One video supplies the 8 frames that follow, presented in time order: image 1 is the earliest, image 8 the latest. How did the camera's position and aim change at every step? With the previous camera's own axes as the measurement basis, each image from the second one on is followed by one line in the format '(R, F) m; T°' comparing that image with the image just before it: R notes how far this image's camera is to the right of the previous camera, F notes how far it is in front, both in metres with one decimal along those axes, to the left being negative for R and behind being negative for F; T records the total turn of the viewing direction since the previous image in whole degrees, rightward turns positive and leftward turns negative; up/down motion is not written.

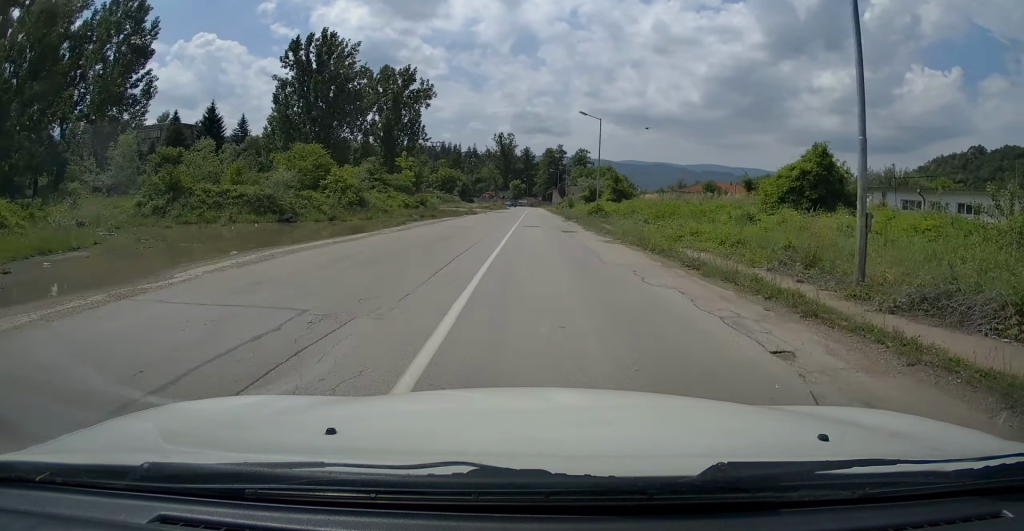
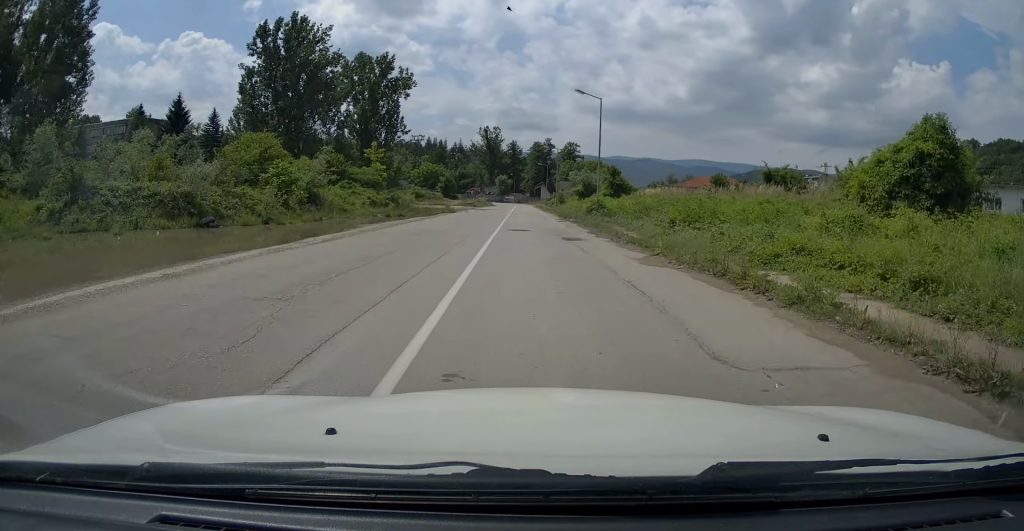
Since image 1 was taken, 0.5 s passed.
(+0.1, +8.0) m; +1°
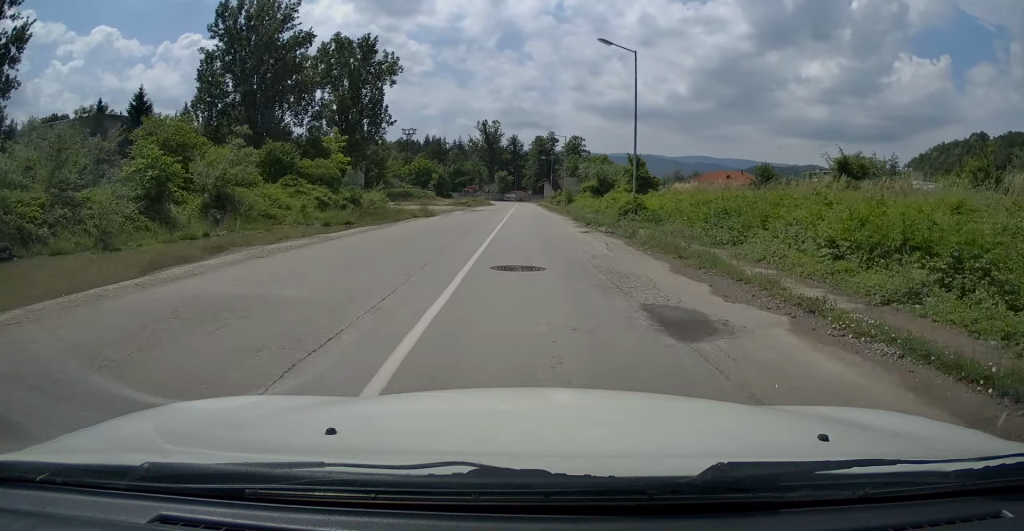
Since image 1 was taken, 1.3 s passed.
(+0.2, +12.8) m; +1°
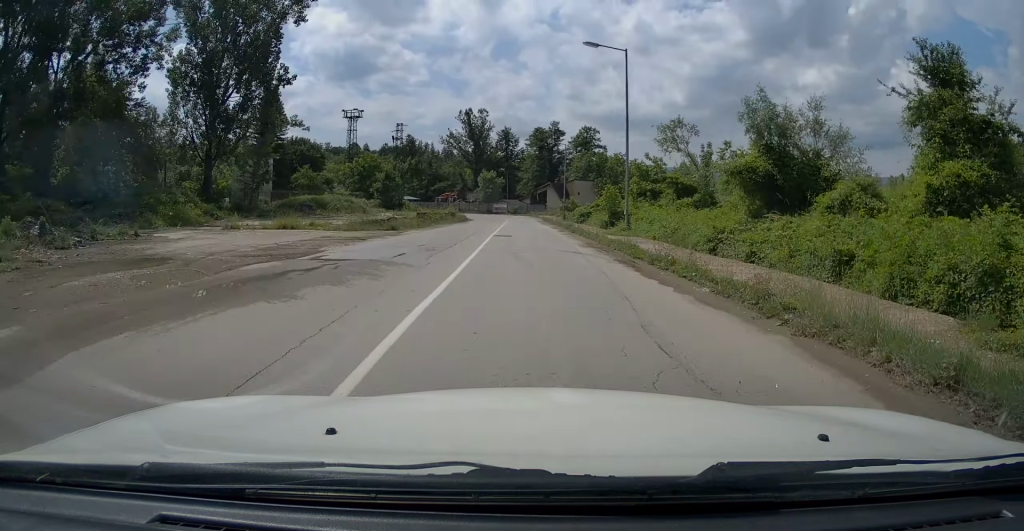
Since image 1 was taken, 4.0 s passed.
(+0.9, +42.9) m; +2°
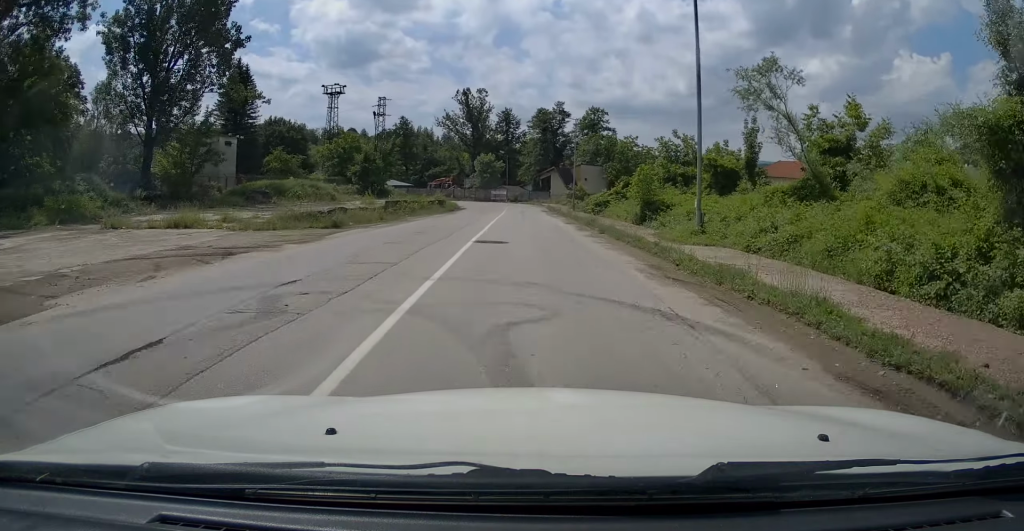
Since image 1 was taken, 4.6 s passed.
(0.0, +10.6) m; 0°
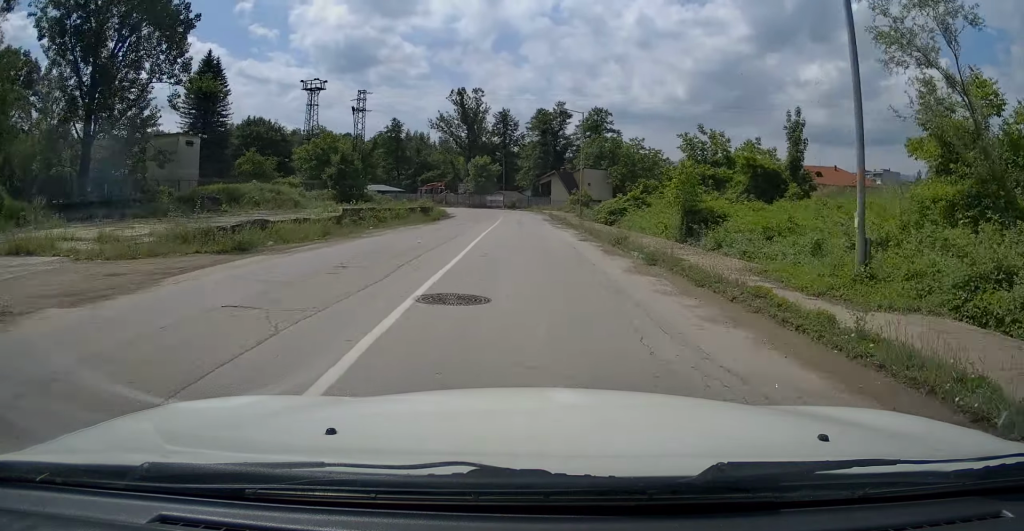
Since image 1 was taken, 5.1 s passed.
(0.0, +7.9) m; 0°
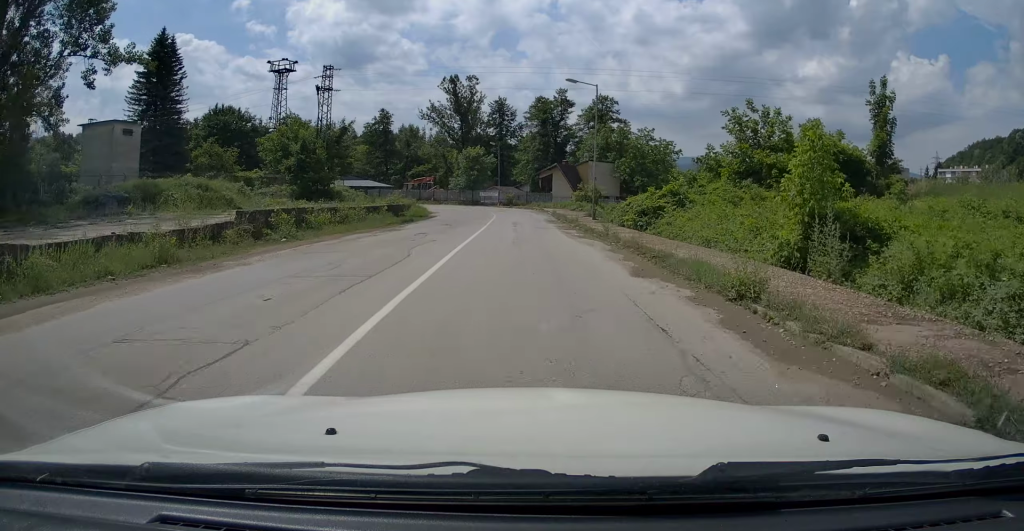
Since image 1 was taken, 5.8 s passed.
(0.0, +9.9) m; 0°
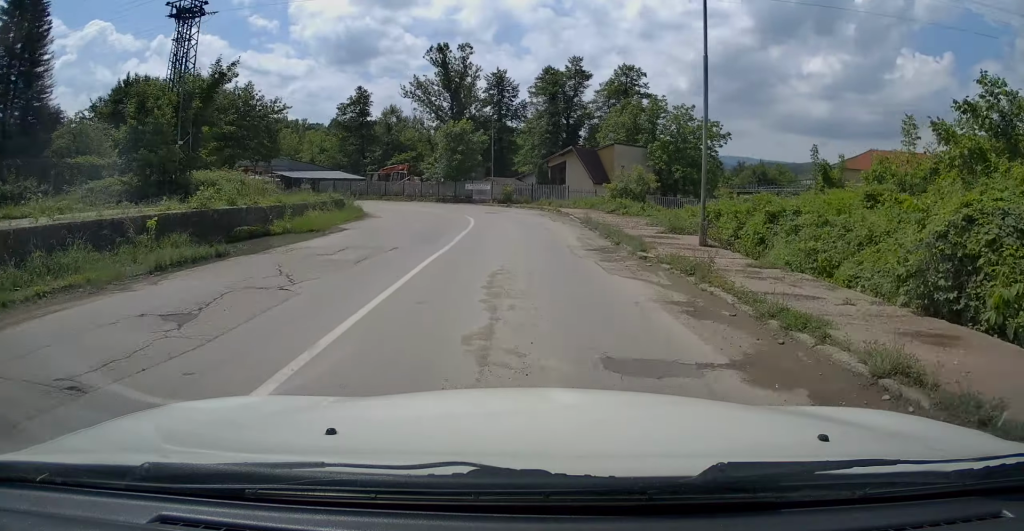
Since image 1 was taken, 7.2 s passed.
(0.0, +22.6) m; 0°
